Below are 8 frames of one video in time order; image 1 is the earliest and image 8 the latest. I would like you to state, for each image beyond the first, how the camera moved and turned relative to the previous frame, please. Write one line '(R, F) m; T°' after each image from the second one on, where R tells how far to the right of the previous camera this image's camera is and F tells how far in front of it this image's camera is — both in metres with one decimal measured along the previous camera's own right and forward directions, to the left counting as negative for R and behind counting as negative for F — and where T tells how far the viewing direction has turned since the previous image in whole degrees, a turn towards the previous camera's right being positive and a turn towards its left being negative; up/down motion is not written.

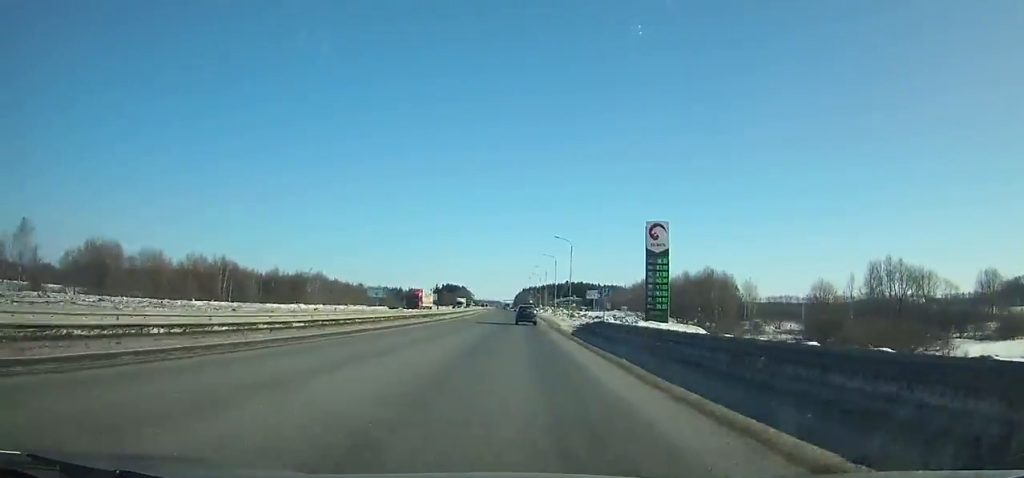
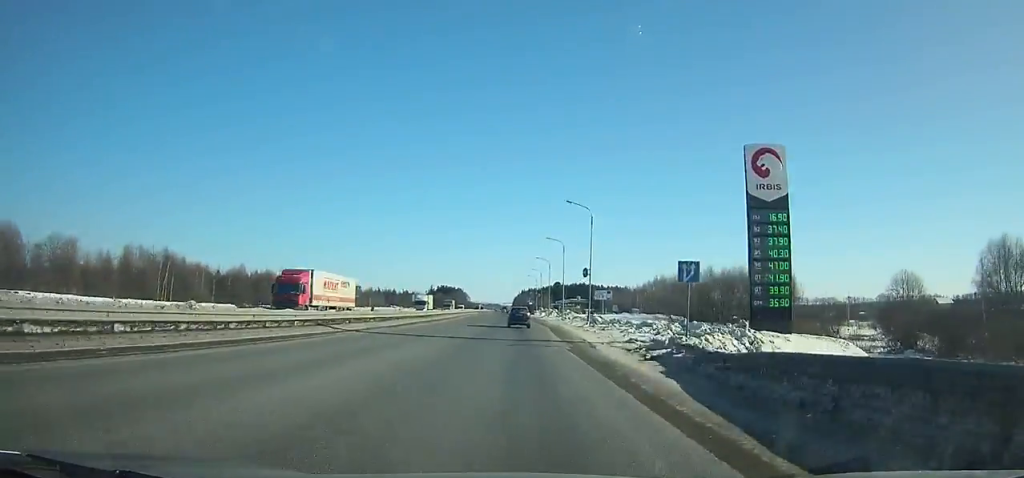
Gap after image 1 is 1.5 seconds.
(+0.1, +27.0) m; 0°
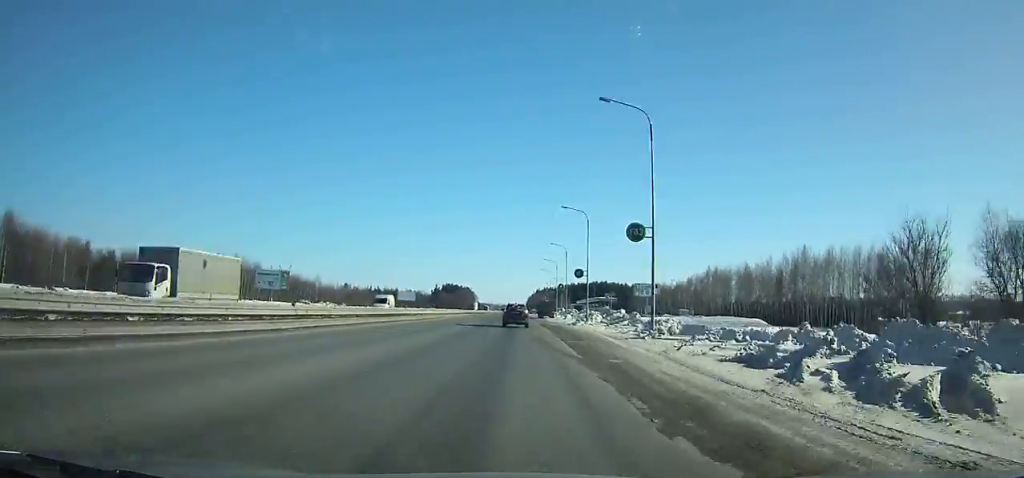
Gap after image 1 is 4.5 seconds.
(-0.4, +51.0) m; -1°
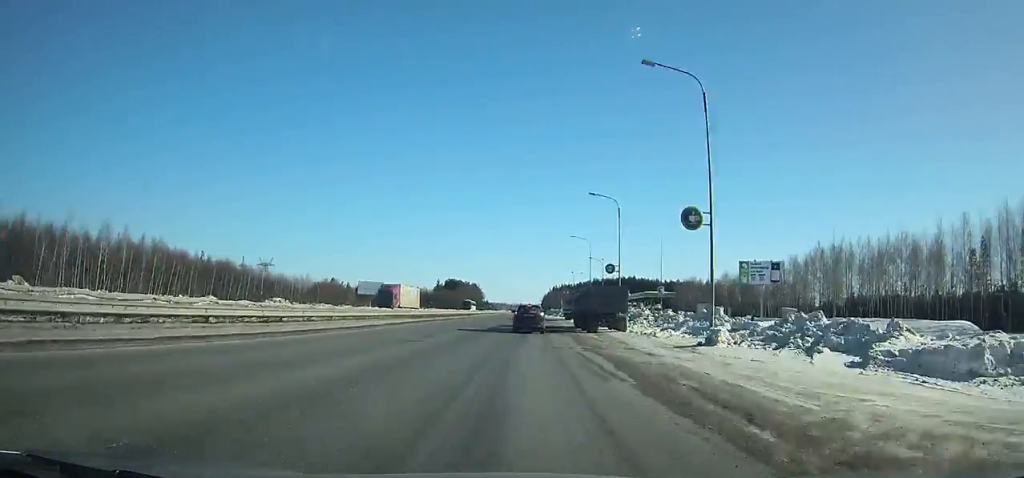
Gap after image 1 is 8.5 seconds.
(-1.0, +60.7) m; -2°
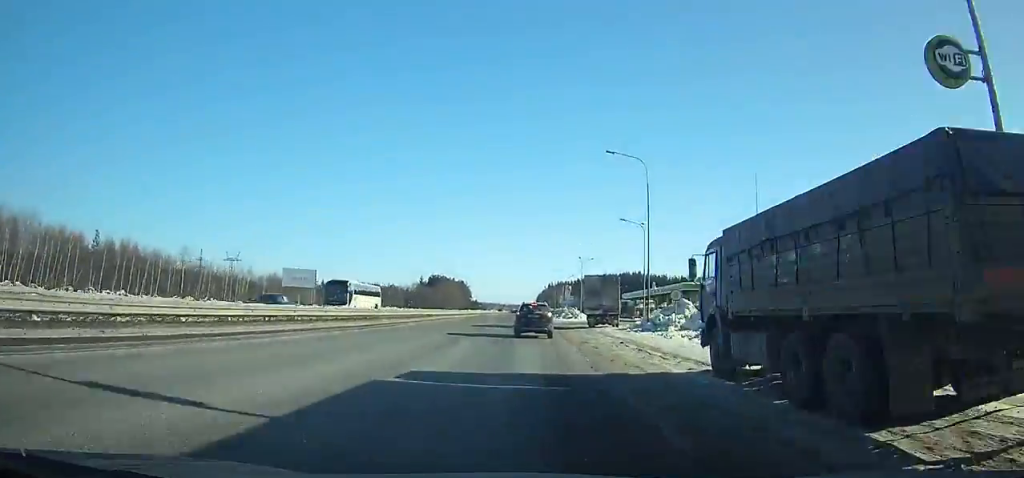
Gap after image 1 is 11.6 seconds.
(-0.1, +39.3) m; +1°
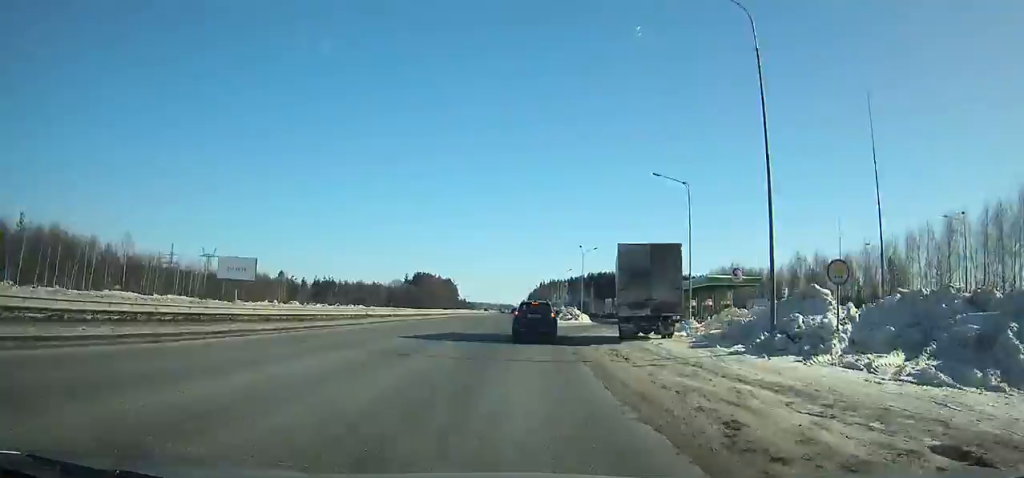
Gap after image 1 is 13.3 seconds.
(+0.3, +18.1) m; +2°
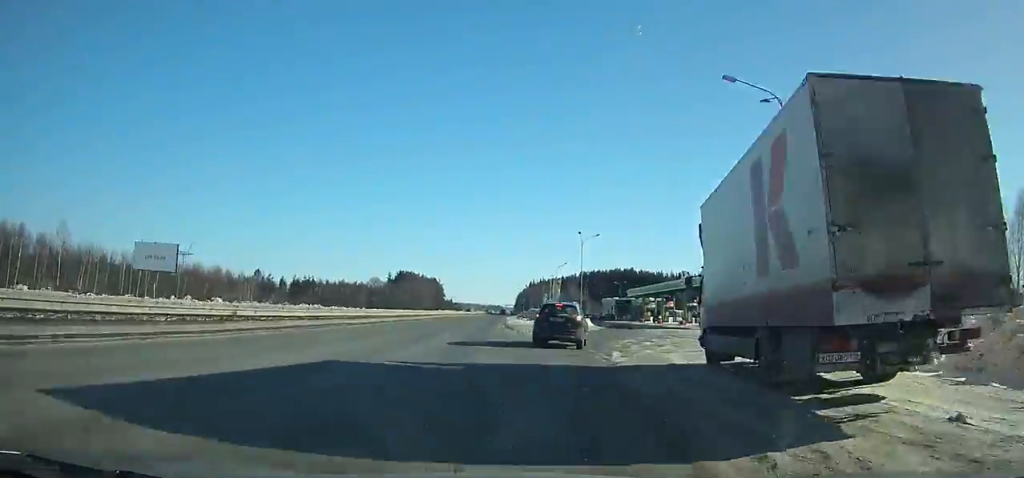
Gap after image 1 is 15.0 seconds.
(+0.1, +16.9) m; +3°
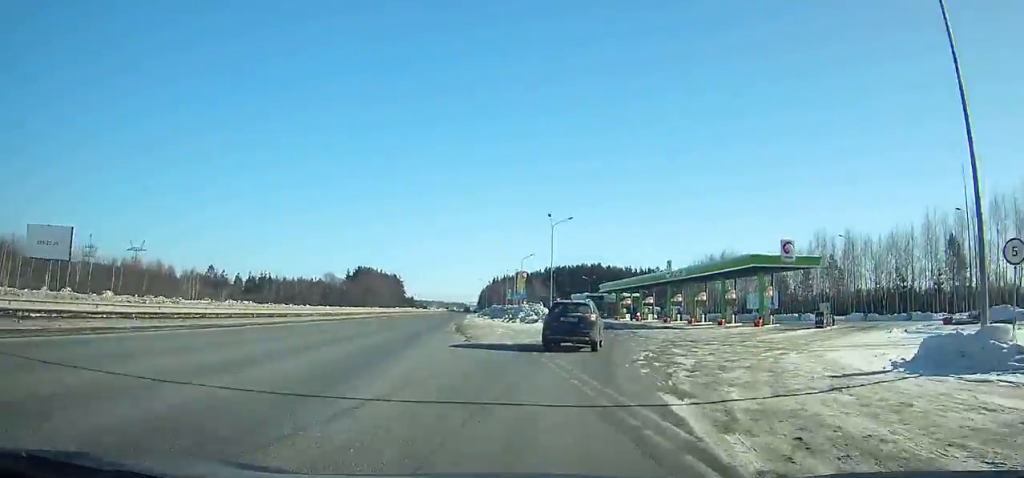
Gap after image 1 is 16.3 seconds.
(+0.4, +11.2) m; +4°
